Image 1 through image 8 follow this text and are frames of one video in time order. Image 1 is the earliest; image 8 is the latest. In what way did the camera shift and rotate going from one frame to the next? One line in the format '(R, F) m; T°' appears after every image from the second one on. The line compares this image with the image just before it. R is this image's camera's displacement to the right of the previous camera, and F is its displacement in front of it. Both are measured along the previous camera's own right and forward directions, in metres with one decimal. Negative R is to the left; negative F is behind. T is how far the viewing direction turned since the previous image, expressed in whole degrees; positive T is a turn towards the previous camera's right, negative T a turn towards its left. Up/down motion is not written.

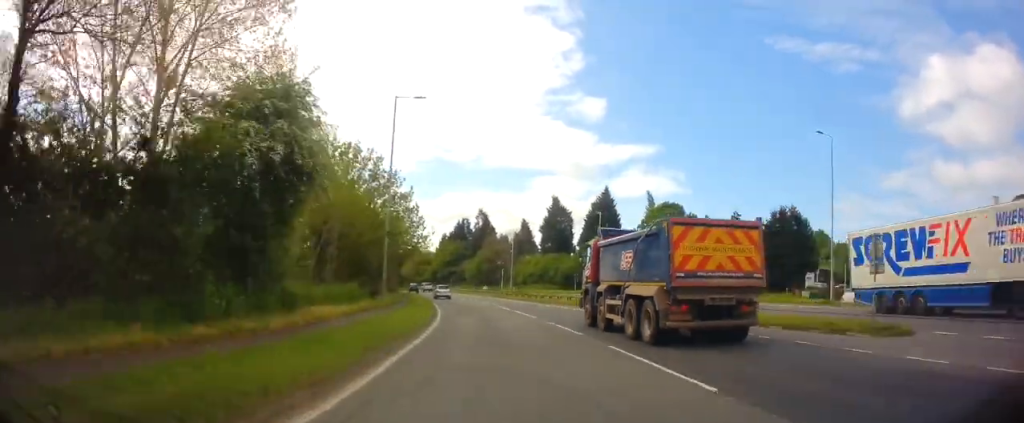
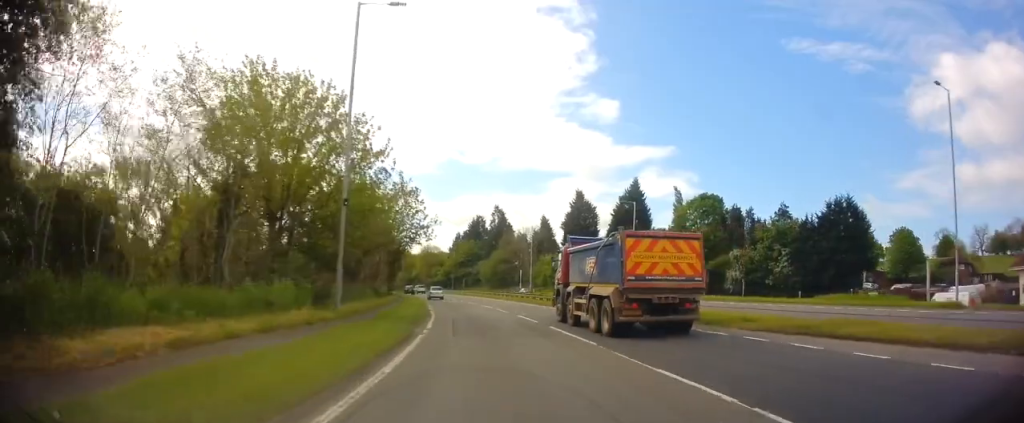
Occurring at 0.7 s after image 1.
(-0.1, +11.9) m; -2°
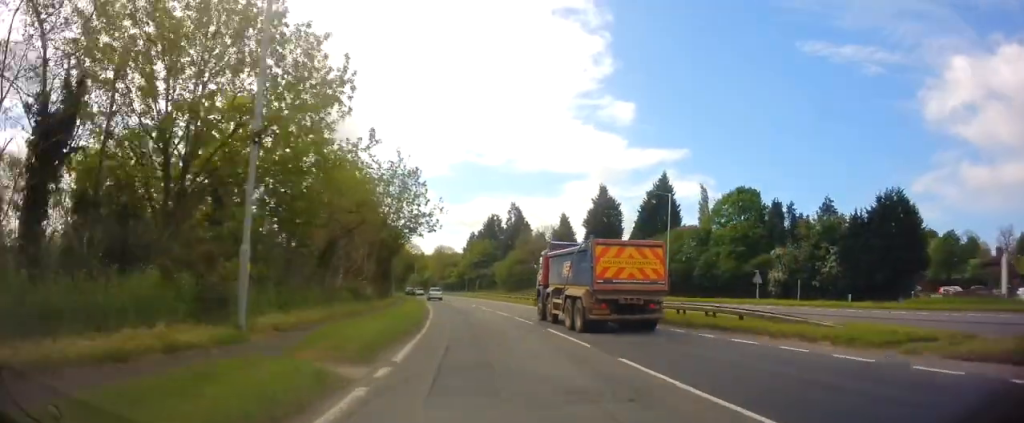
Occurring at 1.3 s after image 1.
(-0.1, +8.8) m; -2°
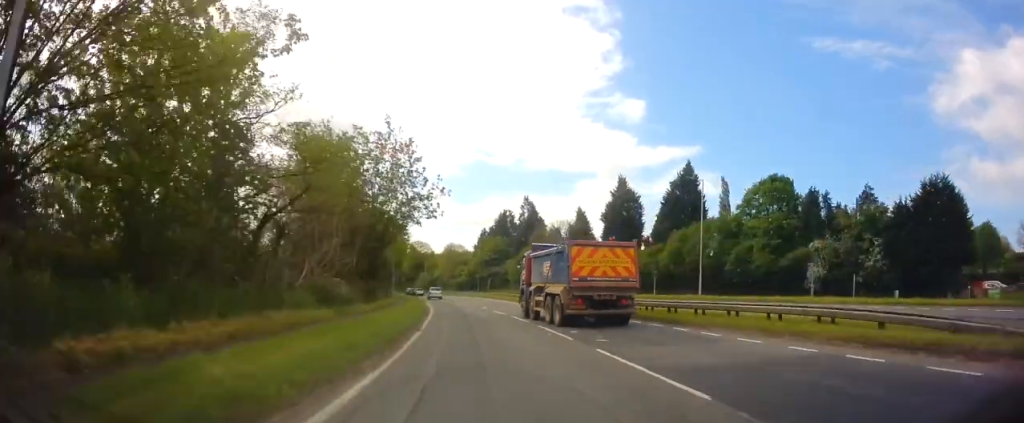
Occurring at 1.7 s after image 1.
(0.0, +7.1) m; -1°
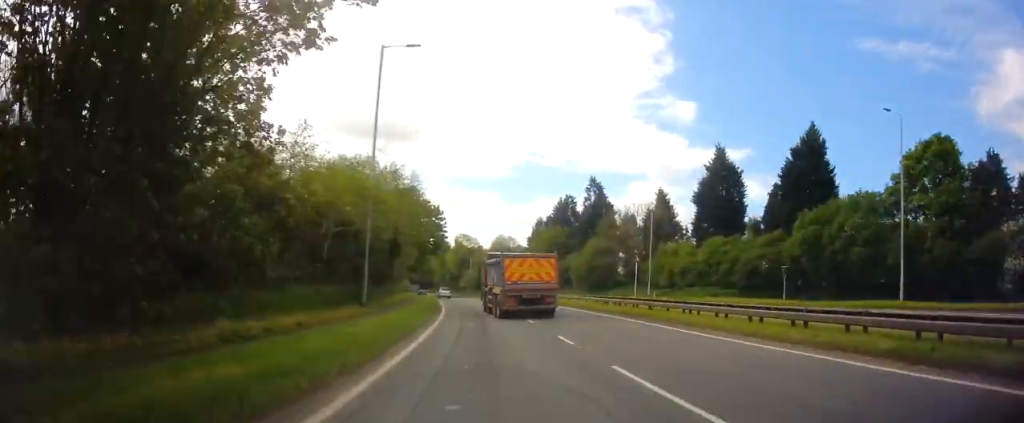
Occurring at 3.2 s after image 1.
(-1.1, +25.6) m; -5°
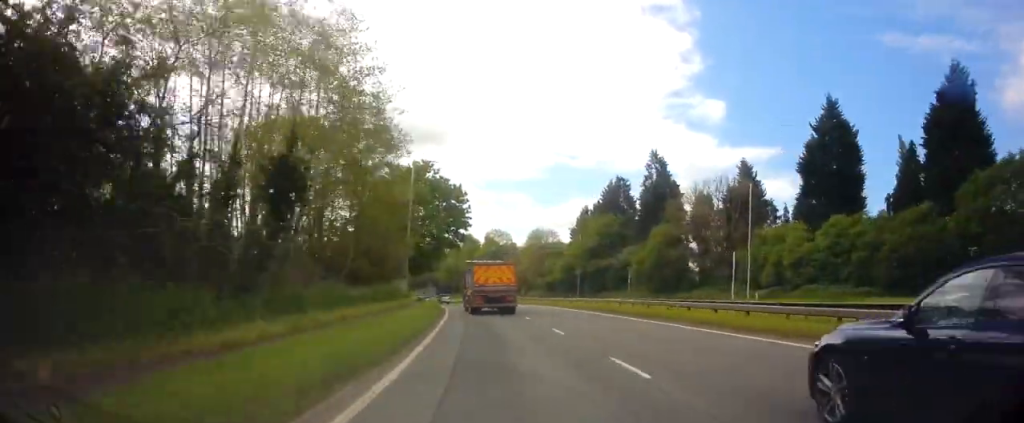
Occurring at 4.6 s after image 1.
(-0.8, +23.1) m; -4°
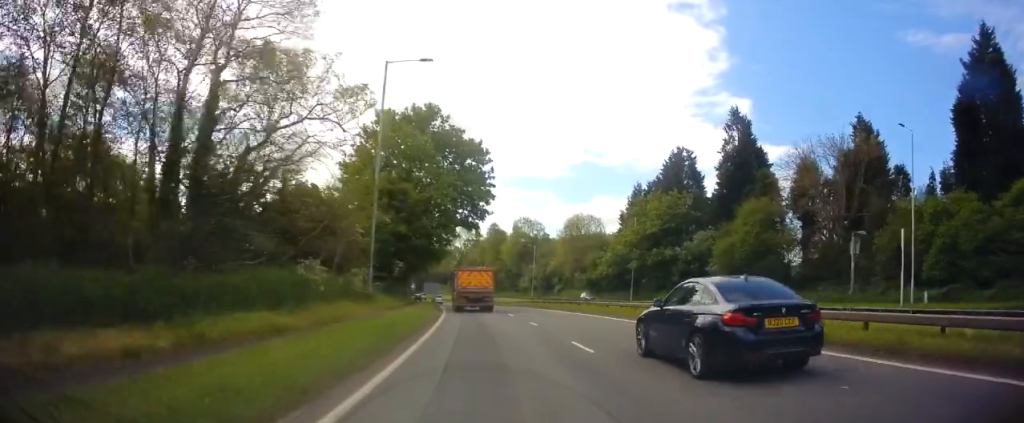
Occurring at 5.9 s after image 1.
(-0.6, +22.6) m; -2°
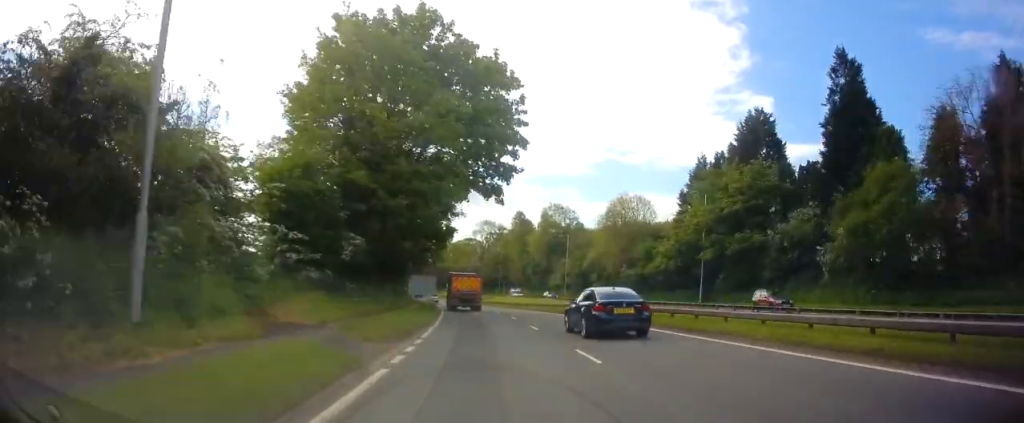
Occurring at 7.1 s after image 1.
(-0.3, +19.4) m; -3°
